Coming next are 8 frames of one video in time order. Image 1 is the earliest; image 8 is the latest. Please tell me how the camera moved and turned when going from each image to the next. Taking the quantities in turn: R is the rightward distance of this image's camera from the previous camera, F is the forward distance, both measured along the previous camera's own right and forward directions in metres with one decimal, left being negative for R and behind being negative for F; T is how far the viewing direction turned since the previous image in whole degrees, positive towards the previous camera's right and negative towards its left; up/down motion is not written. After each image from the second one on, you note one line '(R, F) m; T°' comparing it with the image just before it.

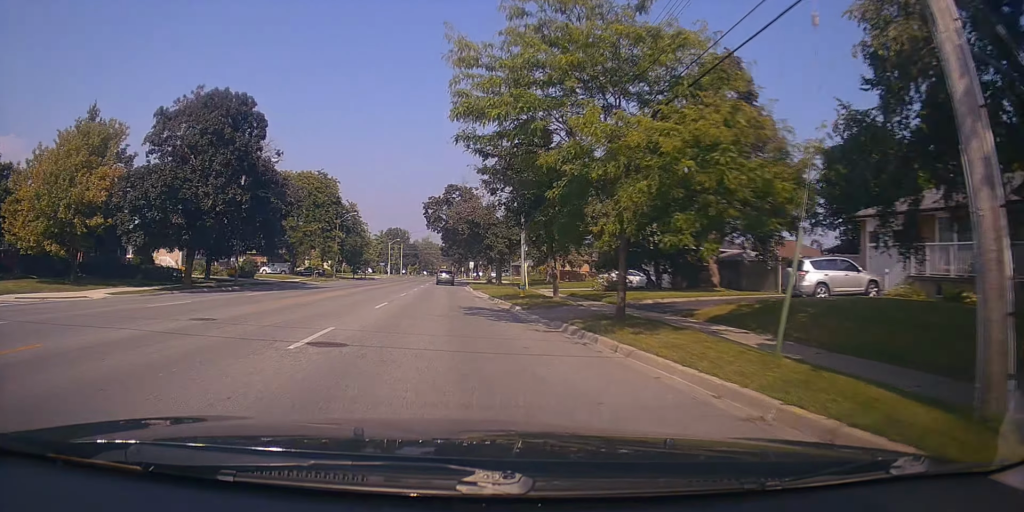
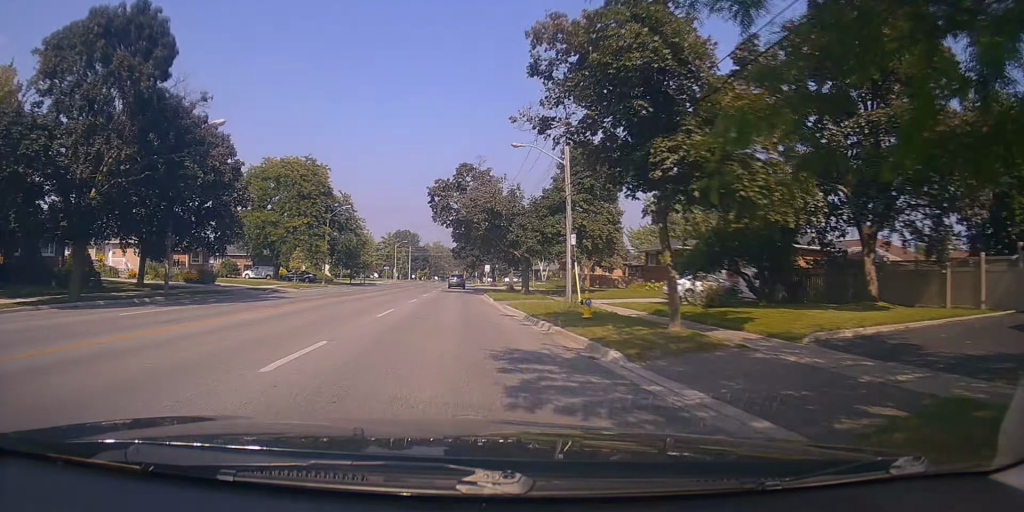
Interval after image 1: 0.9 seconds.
(+0.3, +11.8) m; +1°
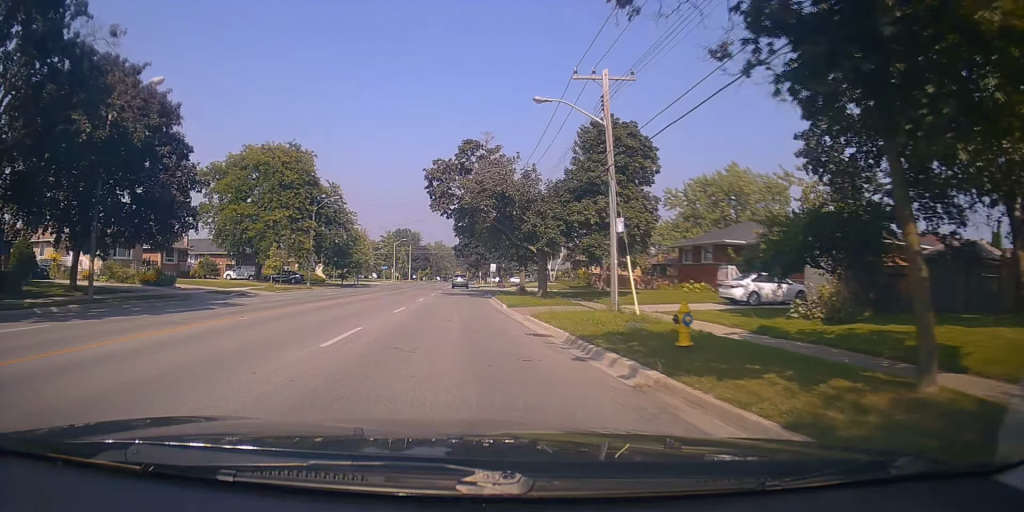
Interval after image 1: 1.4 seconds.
(+0.2, +7.1) m; 0°
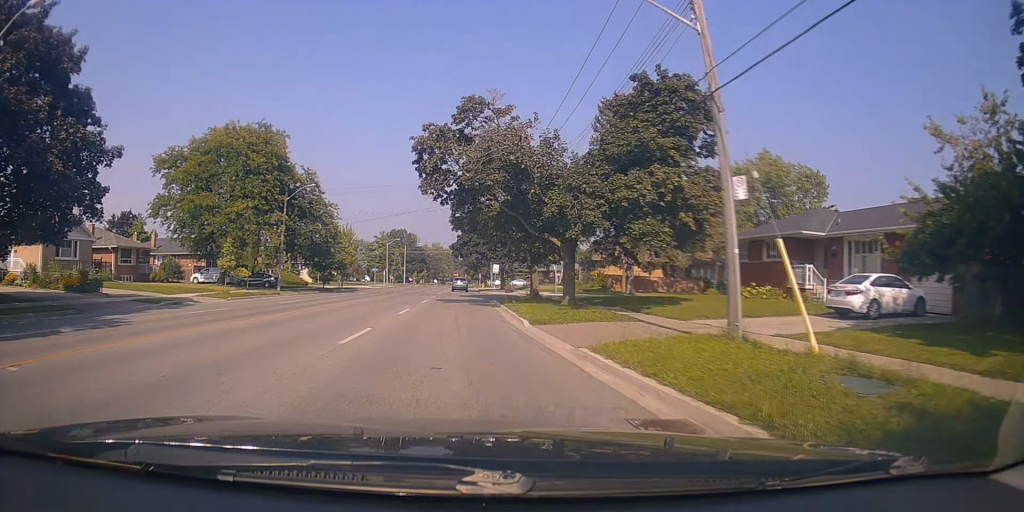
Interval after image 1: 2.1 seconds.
(-0.2, +8.5) m; -2°
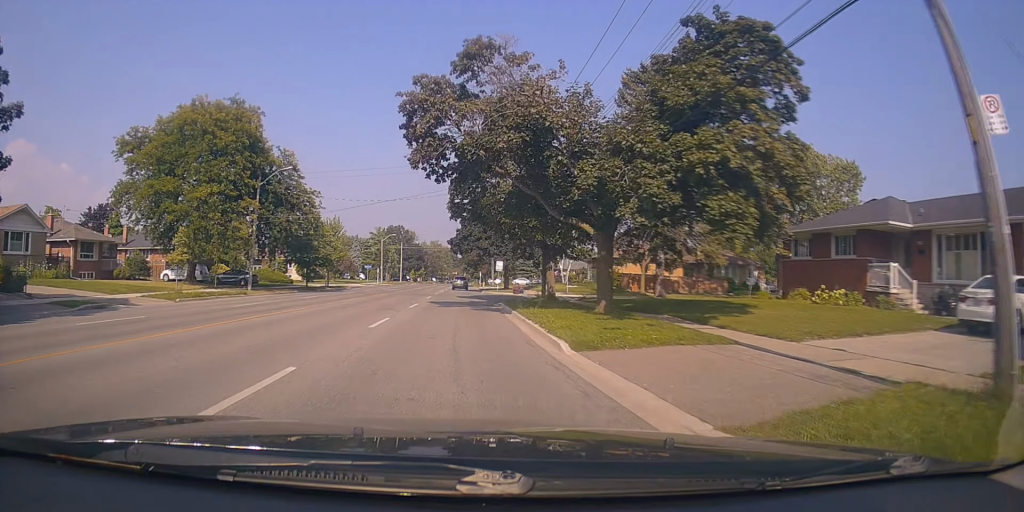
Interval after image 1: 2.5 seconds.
(-0.1, +6.3) m; 0°
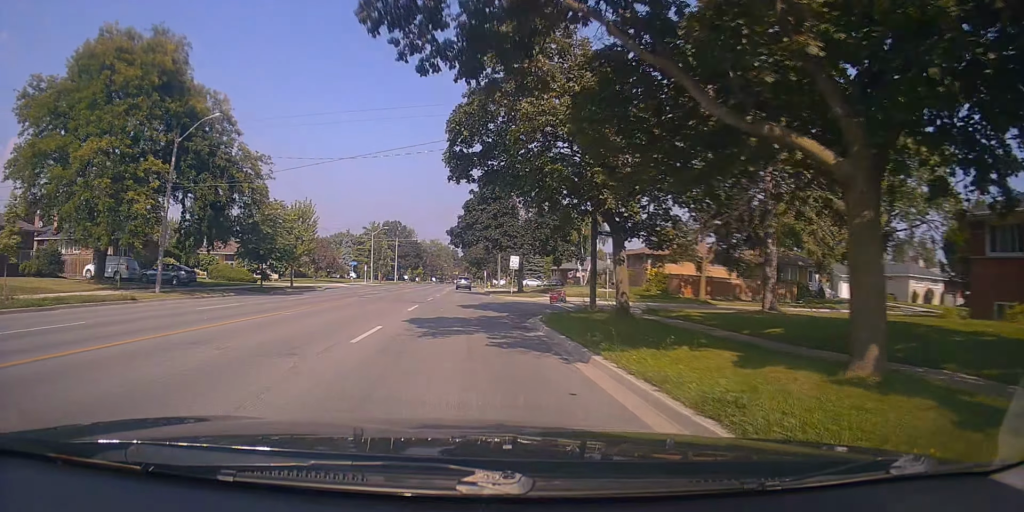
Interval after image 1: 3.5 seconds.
(-0.1, +12.8) m; +1°
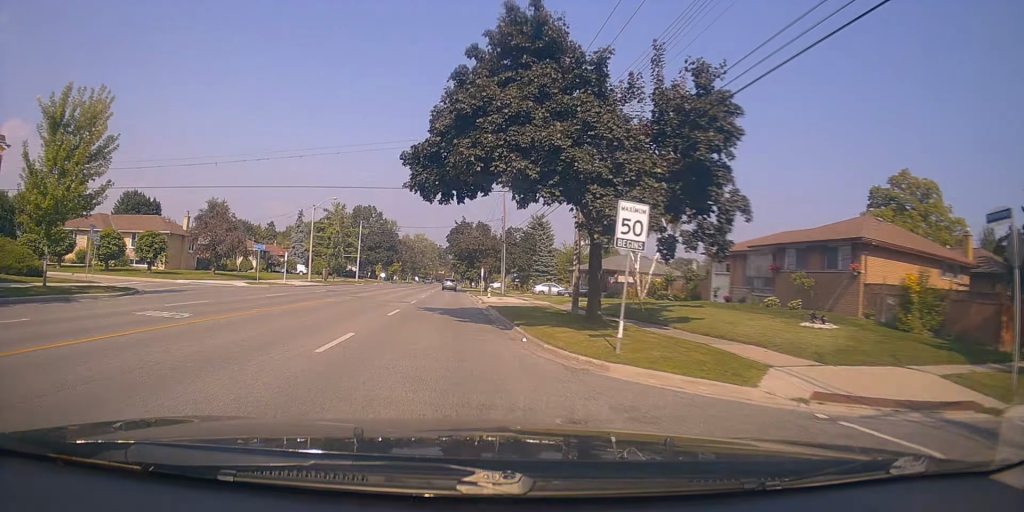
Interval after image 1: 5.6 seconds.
(+0.6, +30.2) m; 0°
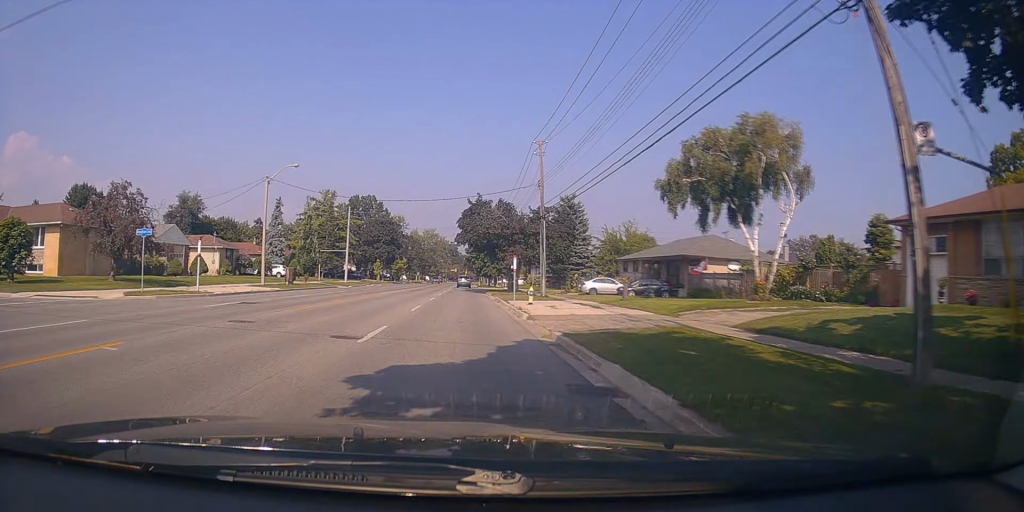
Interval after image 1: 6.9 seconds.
(-0.2, +18.1) m; -2°
